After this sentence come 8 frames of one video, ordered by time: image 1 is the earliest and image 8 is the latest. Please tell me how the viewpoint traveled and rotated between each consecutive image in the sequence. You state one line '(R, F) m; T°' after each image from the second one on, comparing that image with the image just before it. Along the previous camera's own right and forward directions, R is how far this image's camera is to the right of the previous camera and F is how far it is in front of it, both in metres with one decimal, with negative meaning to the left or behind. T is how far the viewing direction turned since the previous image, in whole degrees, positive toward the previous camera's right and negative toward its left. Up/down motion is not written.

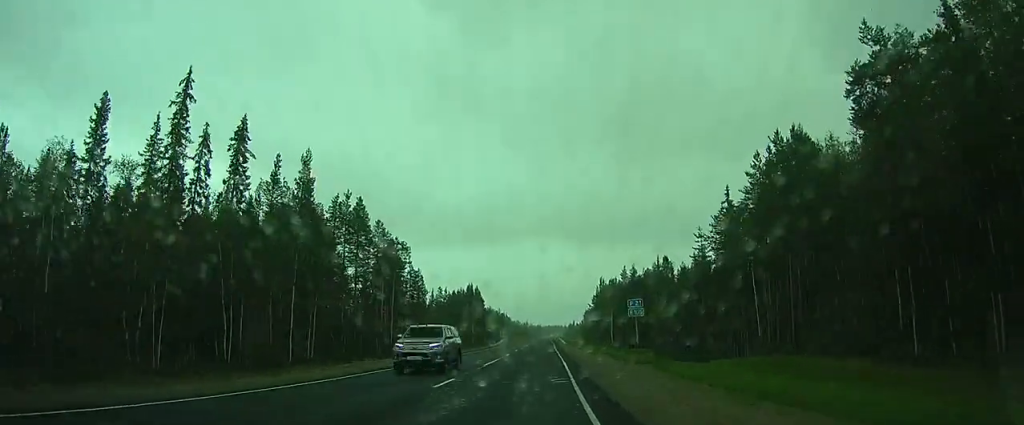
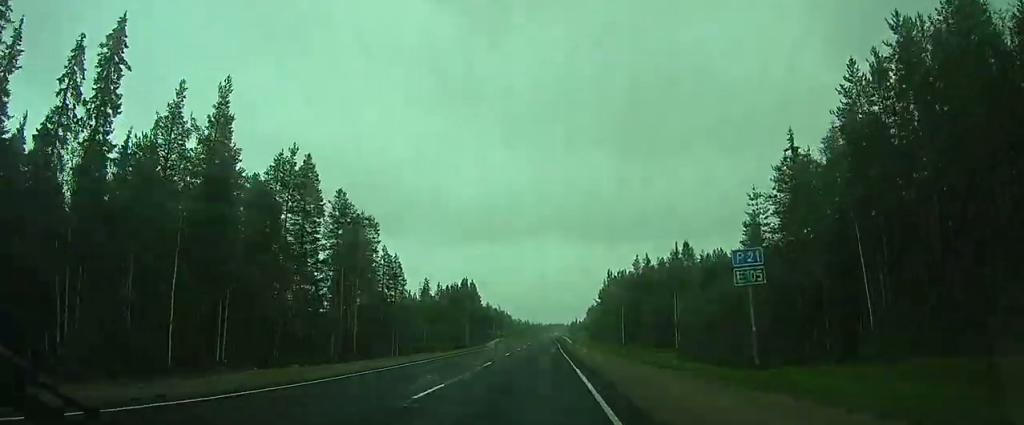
(+0.1, +15.7) m; 0°
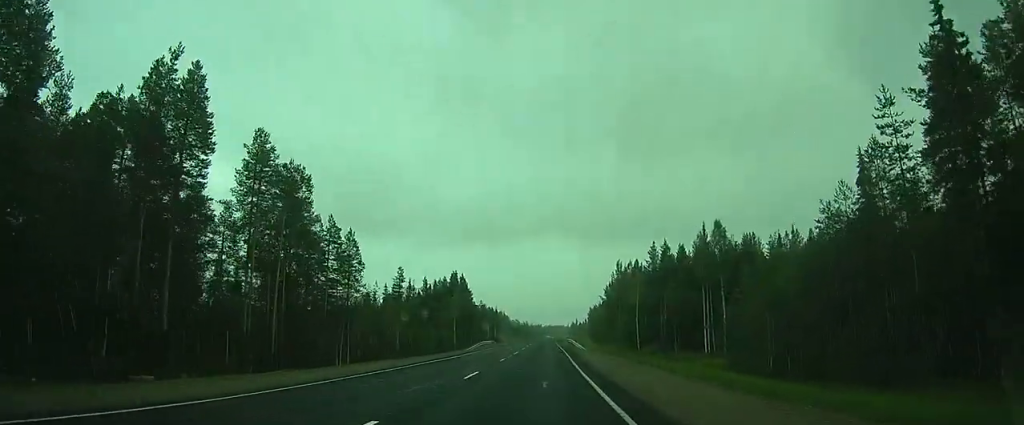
(-0.1, +18.8) m; -1°
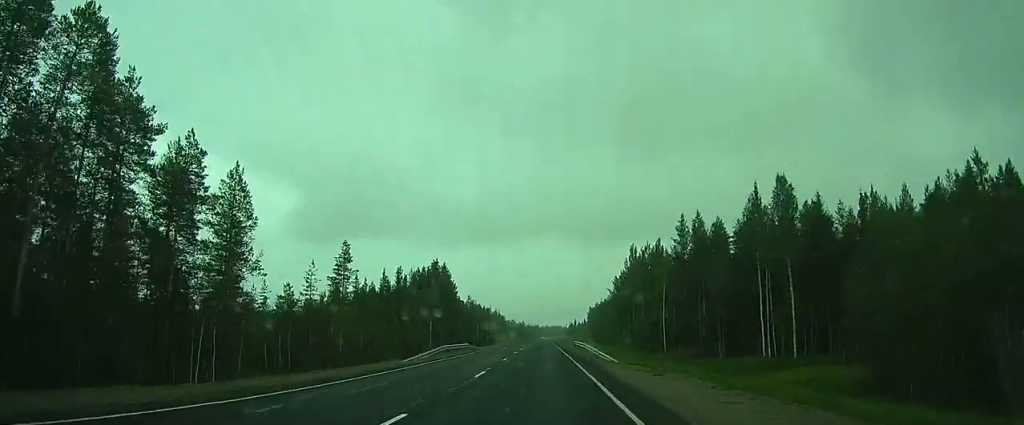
(-0.1, +23.4) m; 0°
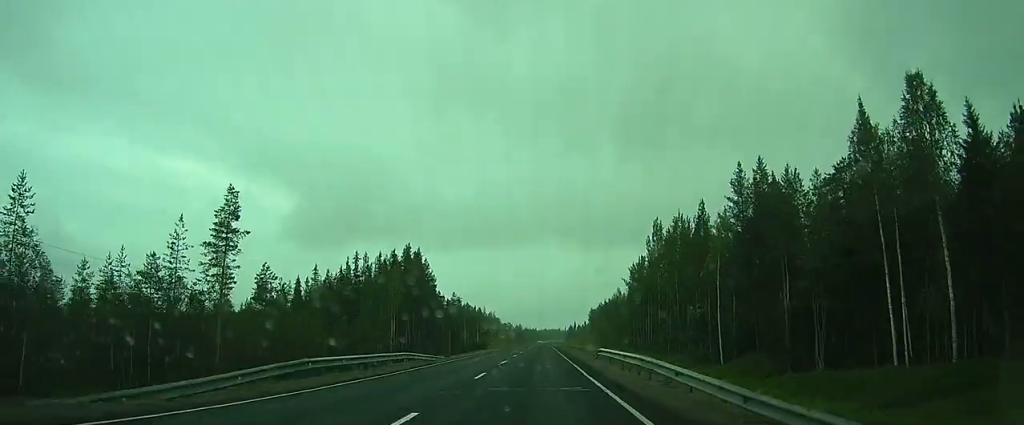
(0.0, +24.1) m; 0°
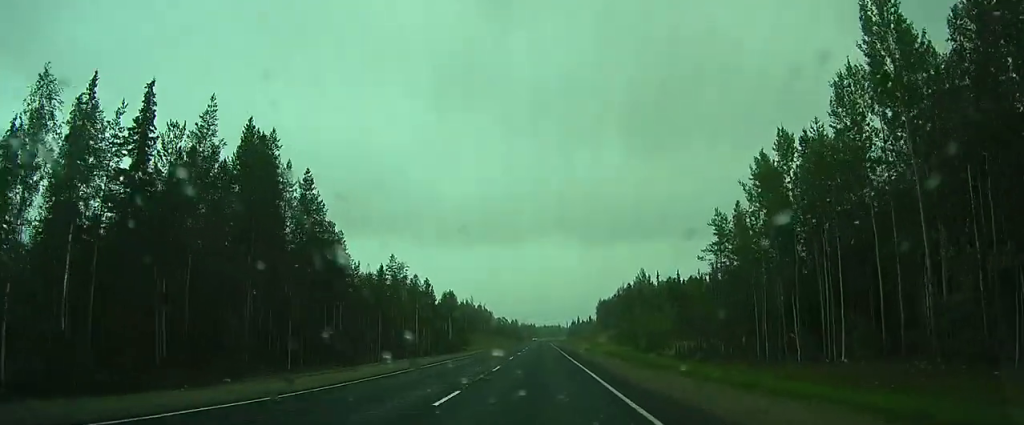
(-0.3, +56.9) m; 0°
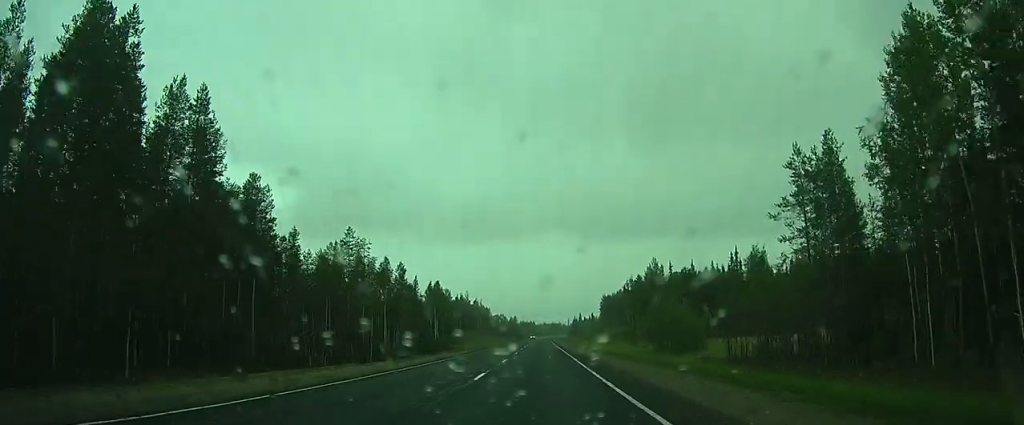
(0.0, +18.6) m; 0°
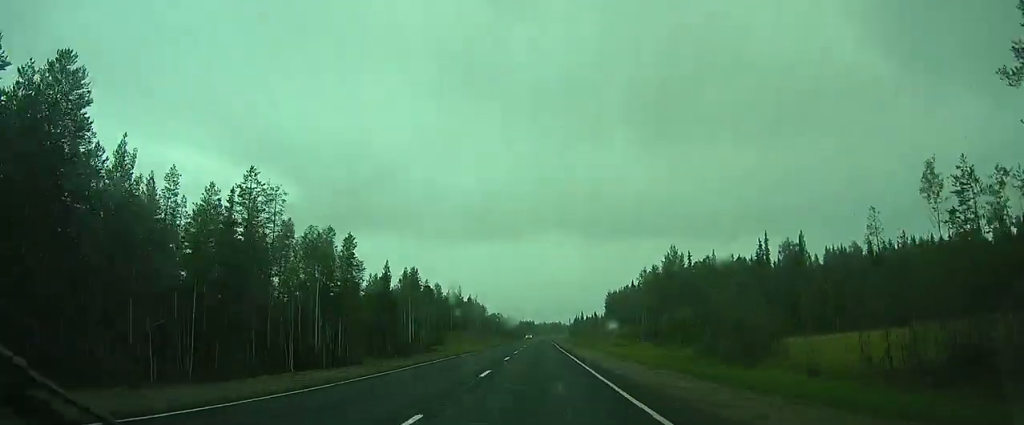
(+0.1, +22.1) m; +1°
